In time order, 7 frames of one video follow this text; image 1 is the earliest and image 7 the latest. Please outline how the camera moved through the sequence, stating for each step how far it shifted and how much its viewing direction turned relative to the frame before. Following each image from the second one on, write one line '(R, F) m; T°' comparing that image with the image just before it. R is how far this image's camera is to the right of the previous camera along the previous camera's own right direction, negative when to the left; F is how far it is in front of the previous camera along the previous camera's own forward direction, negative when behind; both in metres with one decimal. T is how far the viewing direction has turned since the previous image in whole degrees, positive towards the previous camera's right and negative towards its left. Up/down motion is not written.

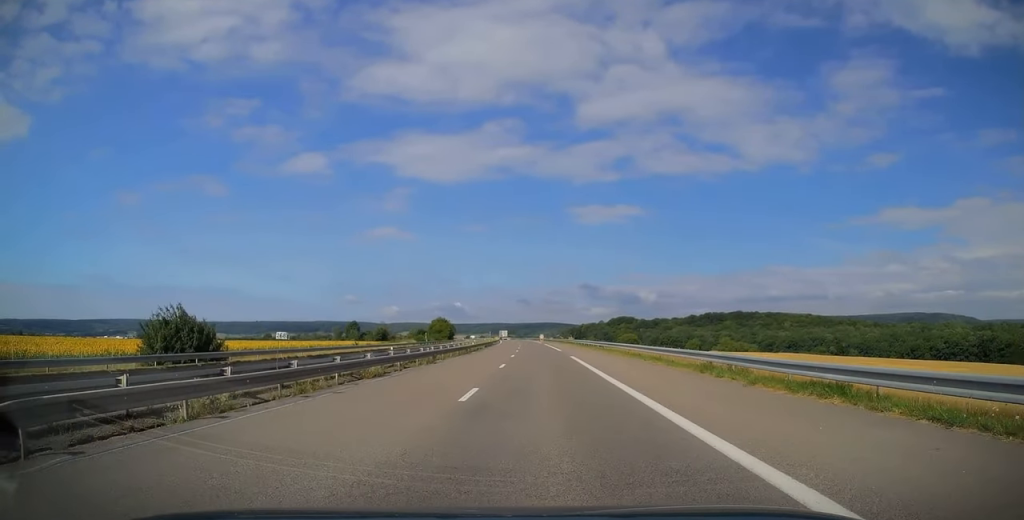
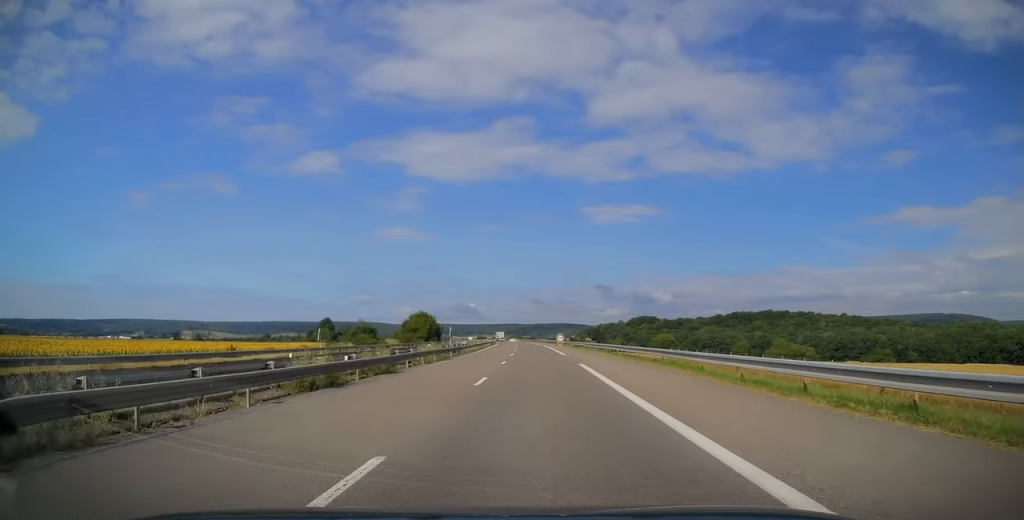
(-0.5, +61.0) m; -1°
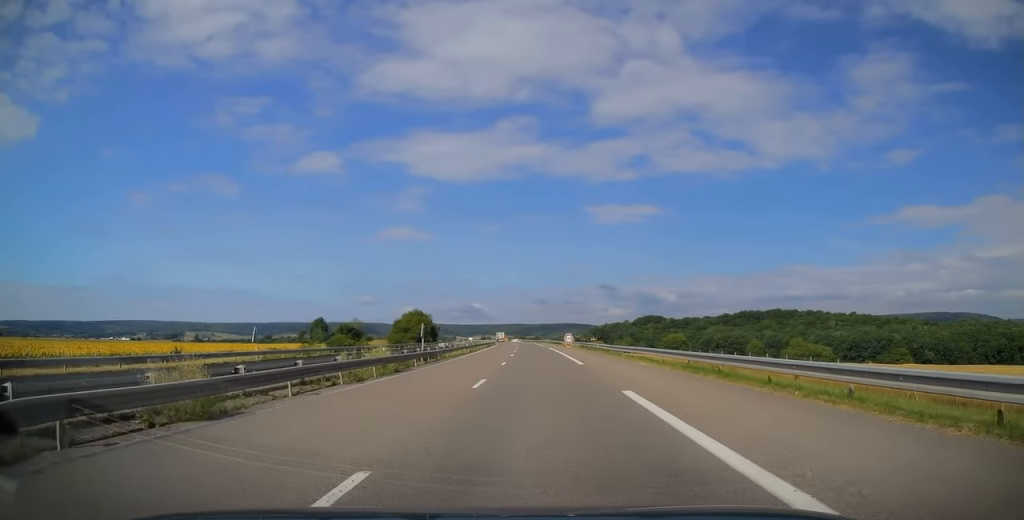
(-0.1, +13.8) m; -1°
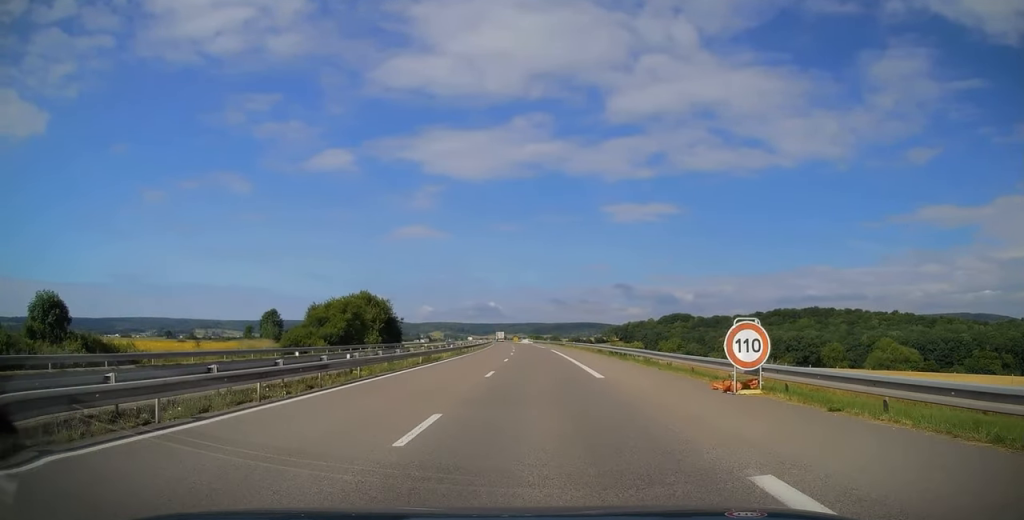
(-1.2, +61.0) m; -1°
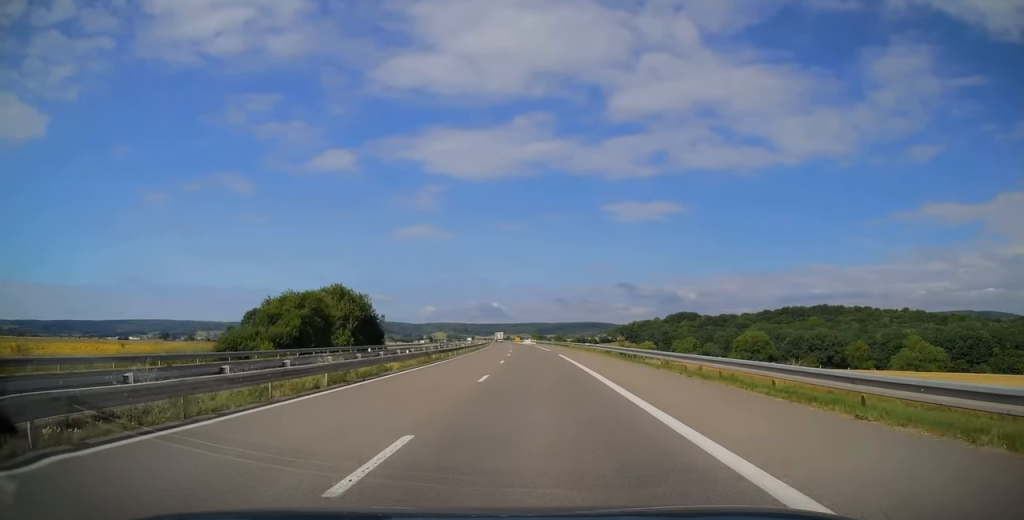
(0.0, +15.2) m; 0°
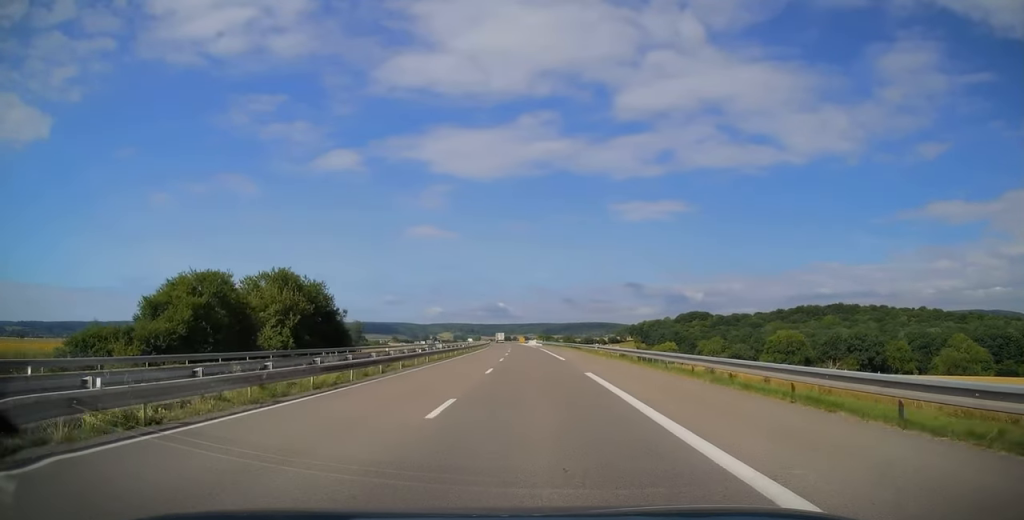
(+0.1, +21.1) m; -1°
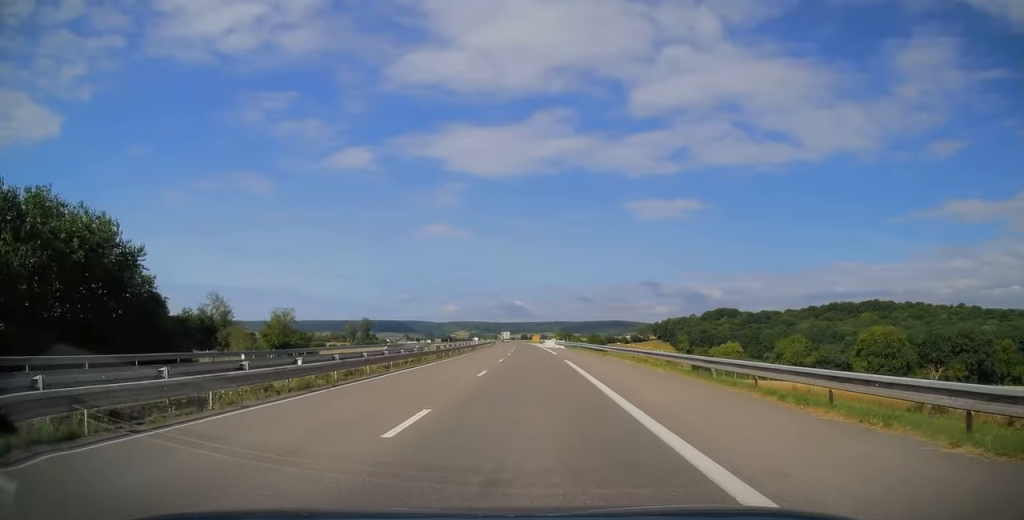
(-0.9, +41.3) m; -1°
